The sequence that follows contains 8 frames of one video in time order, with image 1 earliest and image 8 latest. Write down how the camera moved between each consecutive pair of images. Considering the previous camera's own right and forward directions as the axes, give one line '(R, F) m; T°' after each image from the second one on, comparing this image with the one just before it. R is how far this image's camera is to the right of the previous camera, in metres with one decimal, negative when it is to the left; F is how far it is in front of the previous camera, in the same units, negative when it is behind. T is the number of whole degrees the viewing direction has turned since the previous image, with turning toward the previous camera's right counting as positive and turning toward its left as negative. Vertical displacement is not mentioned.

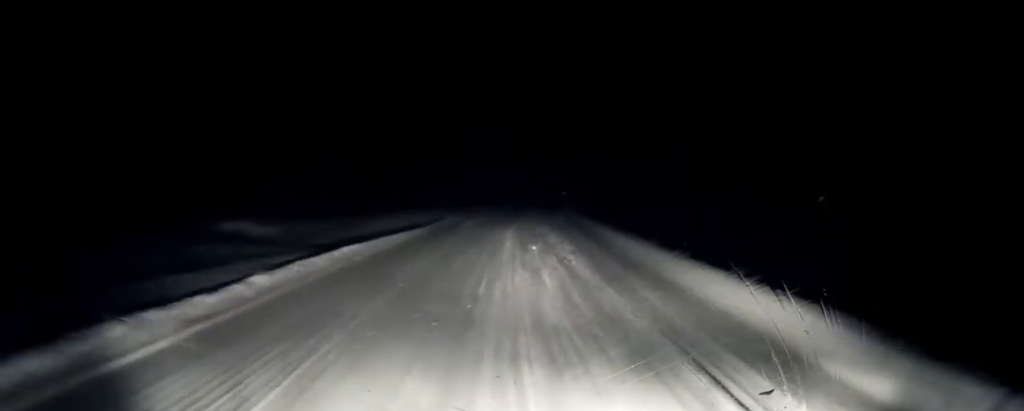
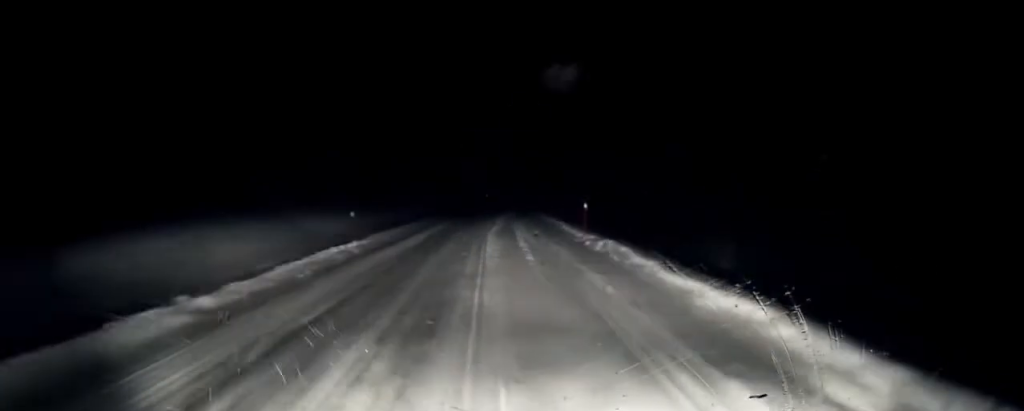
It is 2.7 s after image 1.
(+0.5, +33.3) m; +2°
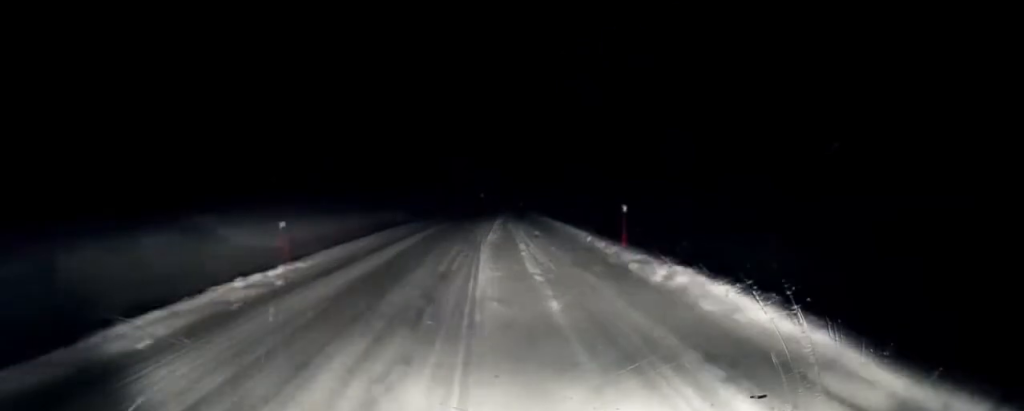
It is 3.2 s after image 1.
(0.0, +6.1) m; +1°
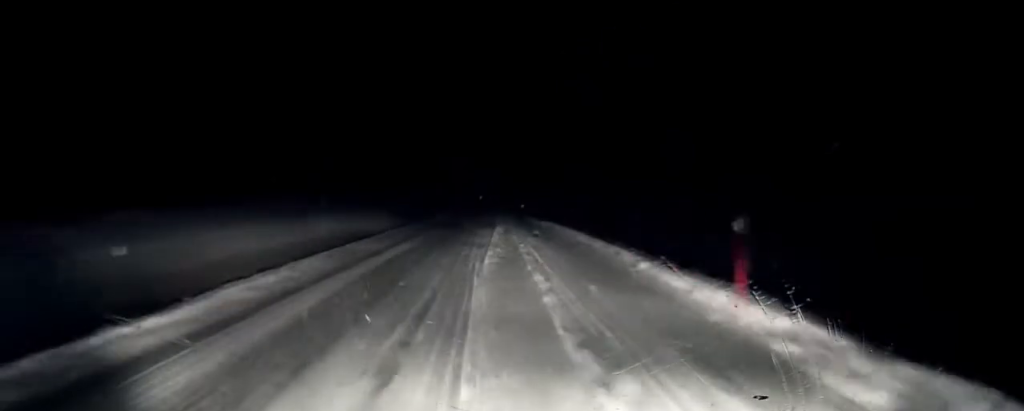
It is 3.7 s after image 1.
(0.0, +6.1) m; +1°
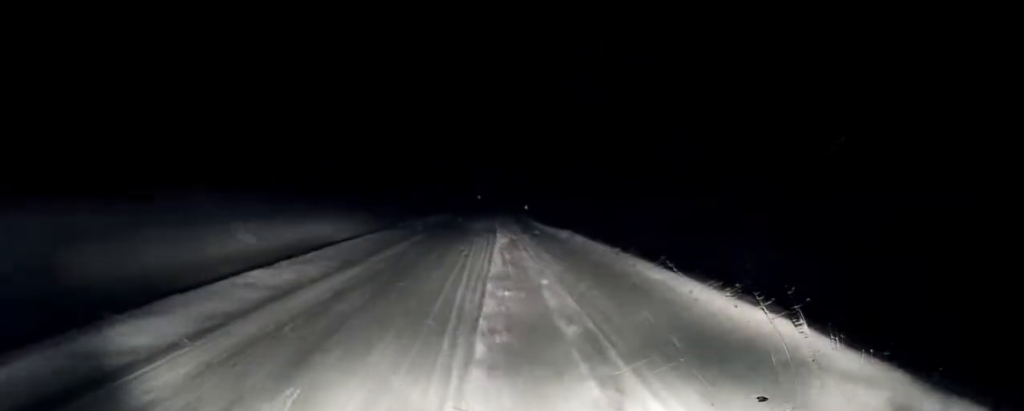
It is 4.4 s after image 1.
(+0.2, +7.5) m; +1°
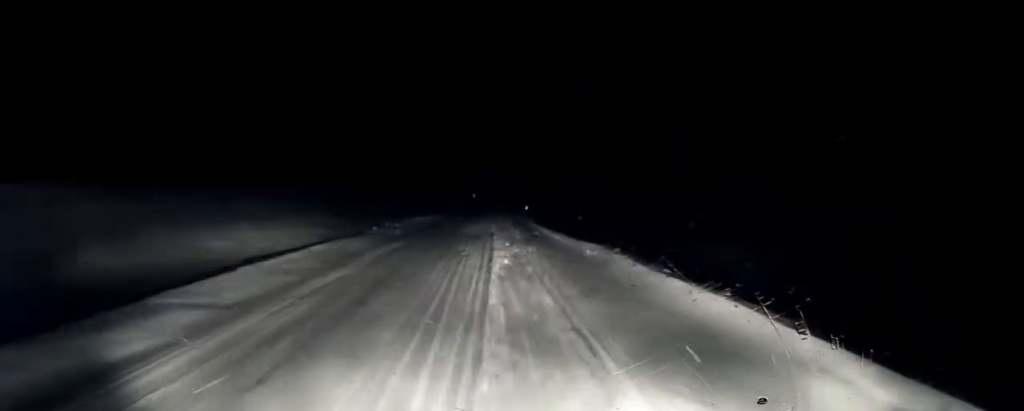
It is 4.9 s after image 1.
(+0.1, +6.7) m; 0°
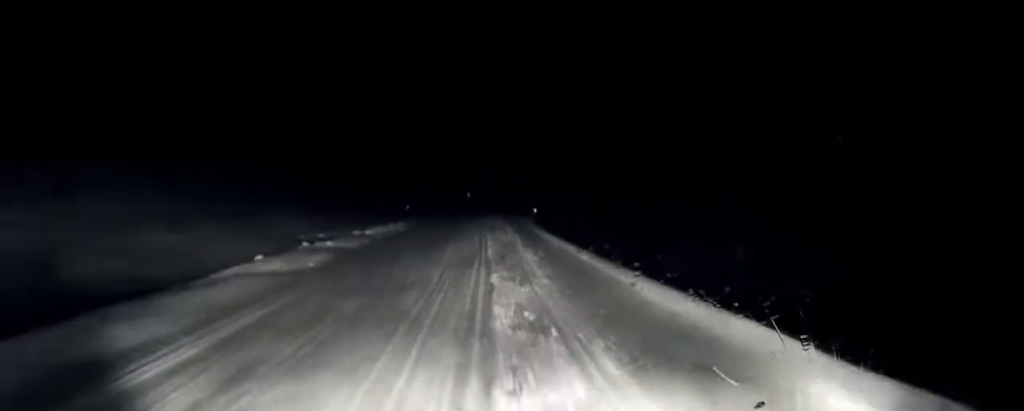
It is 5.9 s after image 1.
(-0.1, +11.4) m; -1°
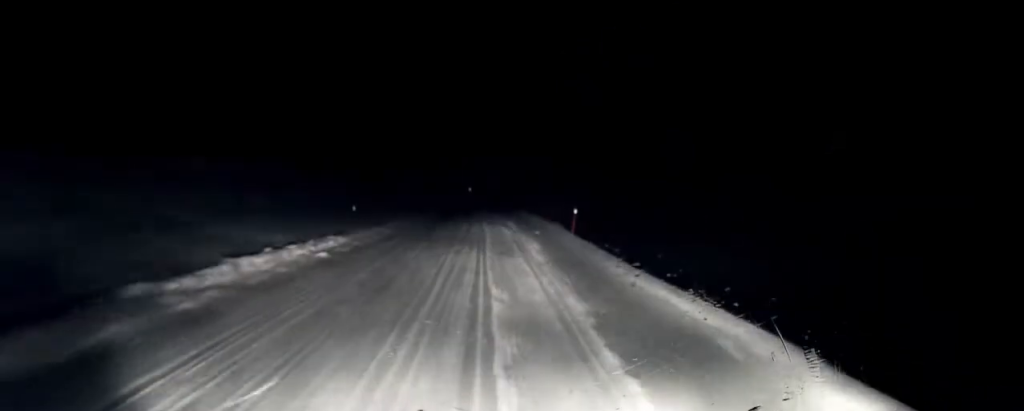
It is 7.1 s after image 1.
(-0.2, +14.1) m; 0°
